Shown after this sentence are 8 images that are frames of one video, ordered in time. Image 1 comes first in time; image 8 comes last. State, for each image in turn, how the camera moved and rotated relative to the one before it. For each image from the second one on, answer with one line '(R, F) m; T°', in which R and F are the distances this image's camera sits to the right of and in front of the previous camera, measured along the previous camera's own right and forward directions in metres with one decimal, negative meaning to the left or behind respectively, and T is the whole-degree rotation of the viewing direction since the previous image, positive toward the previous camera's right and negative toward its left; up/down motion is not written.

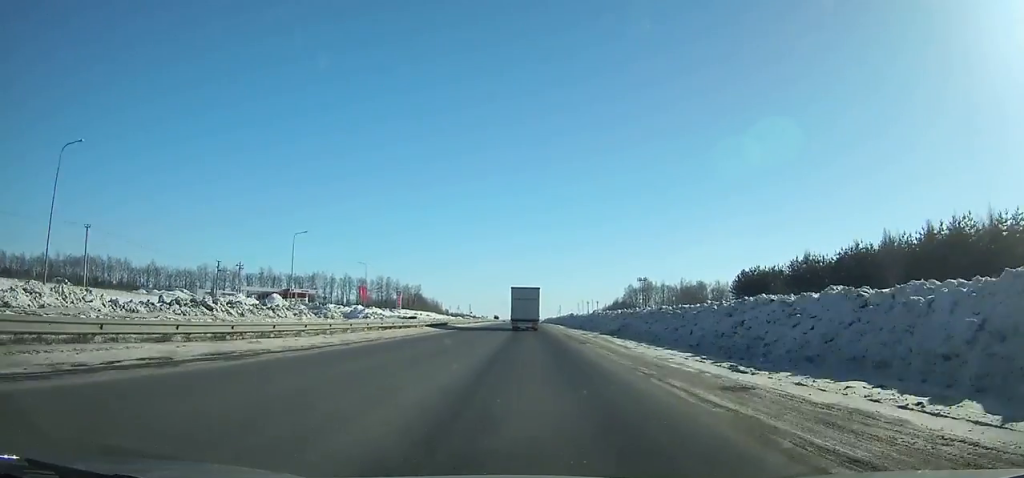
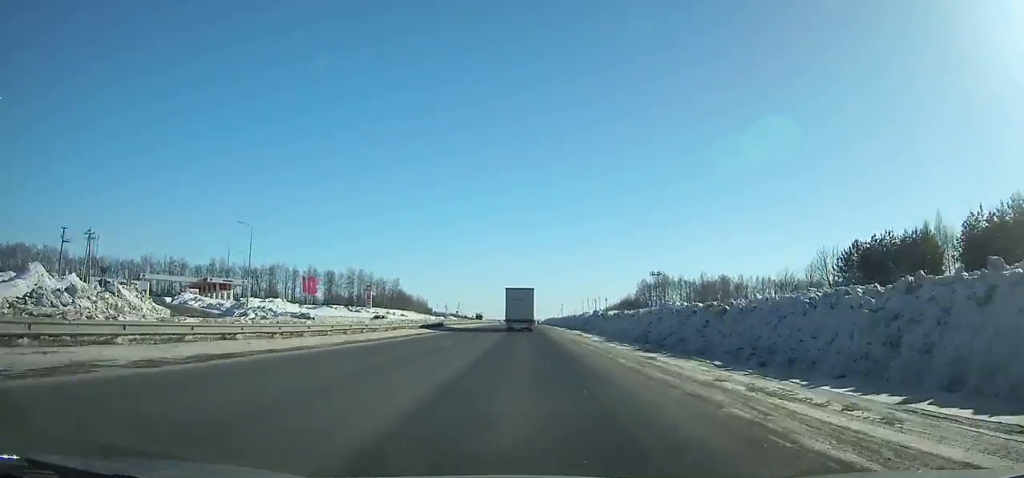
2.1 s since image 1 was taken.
(+0.1, +46.4) m; 0°
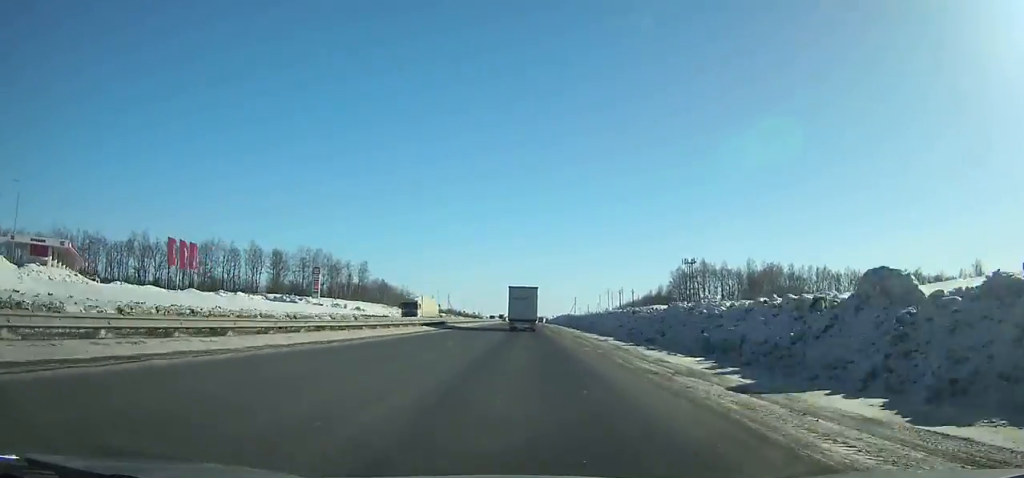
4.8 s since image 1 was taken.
(-0.1, +59.8) m; 0°
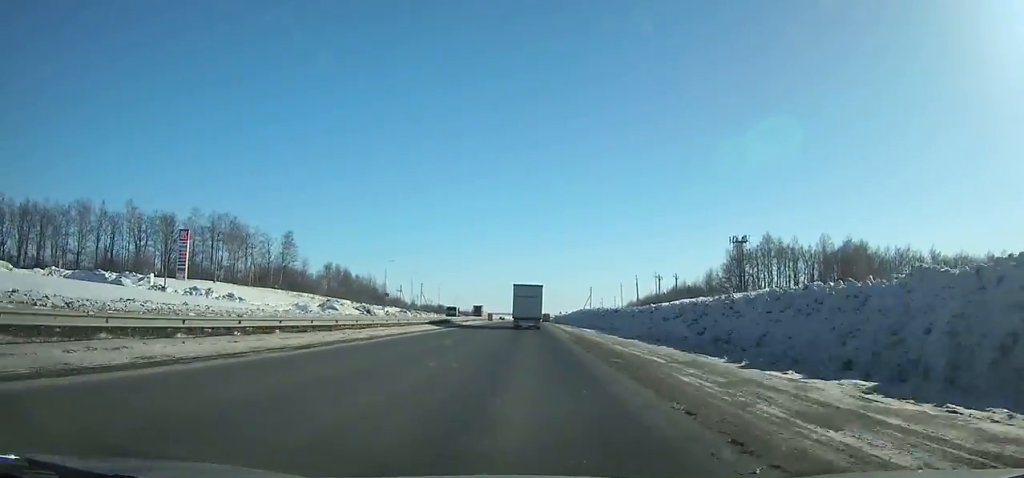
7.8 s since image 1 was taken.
(-0.1, +66.1) m; 0°
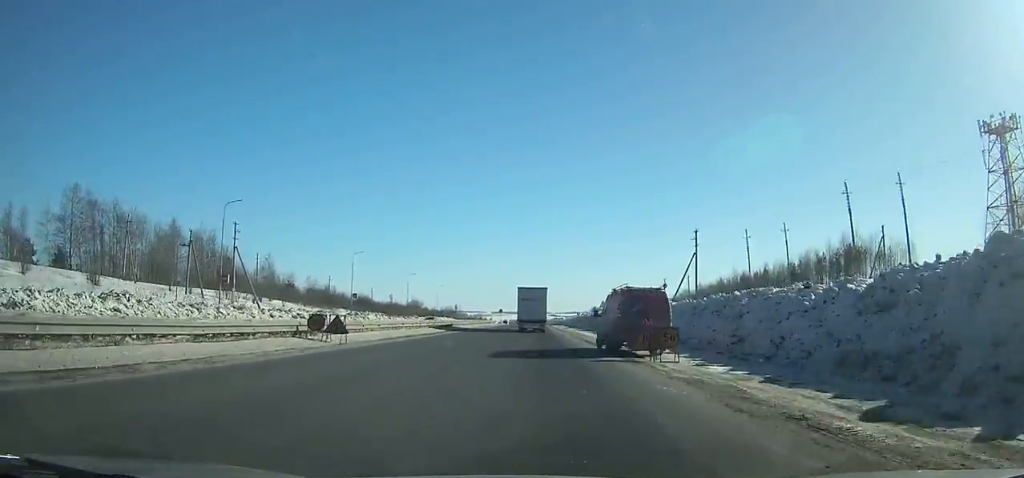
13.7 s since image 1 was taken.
(0.0, +128.0) m; 0°
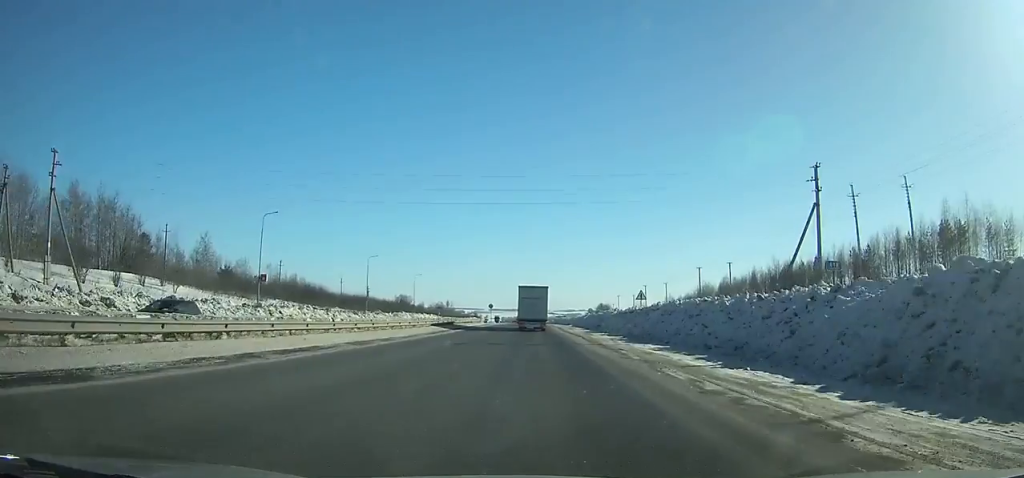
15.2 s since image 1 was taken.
(-0.2, +32.2) m; 0°
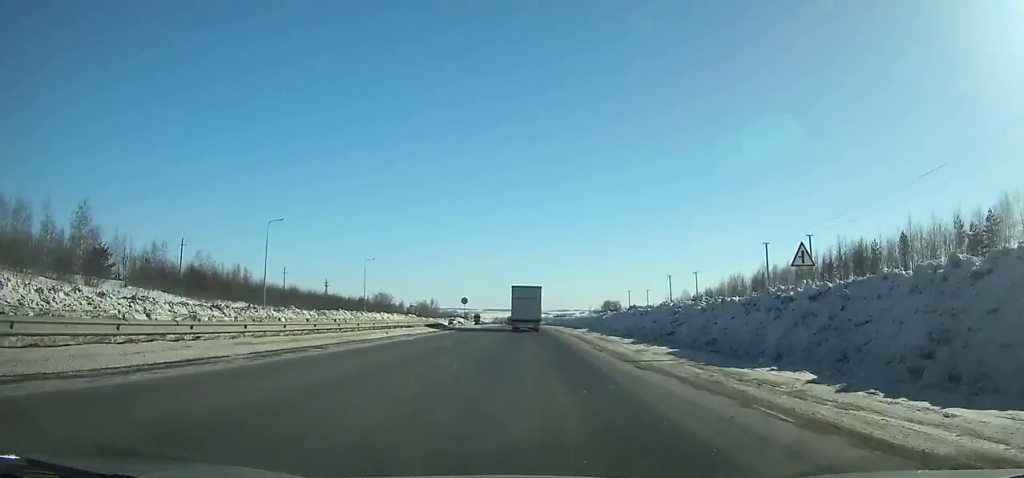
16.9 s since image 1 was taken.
(+0.1, +36.3) m; 0°
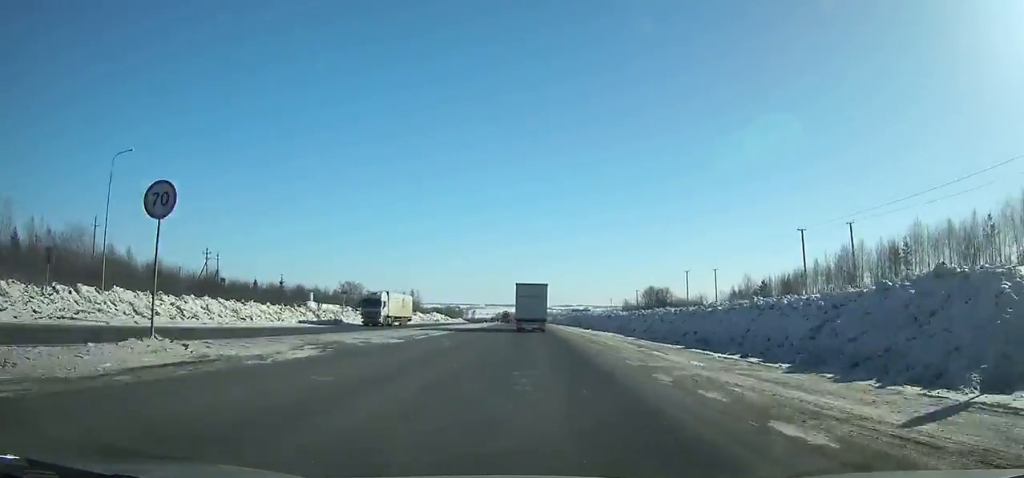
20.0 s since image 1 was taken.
(+0.2, +65.9) m; 0°
